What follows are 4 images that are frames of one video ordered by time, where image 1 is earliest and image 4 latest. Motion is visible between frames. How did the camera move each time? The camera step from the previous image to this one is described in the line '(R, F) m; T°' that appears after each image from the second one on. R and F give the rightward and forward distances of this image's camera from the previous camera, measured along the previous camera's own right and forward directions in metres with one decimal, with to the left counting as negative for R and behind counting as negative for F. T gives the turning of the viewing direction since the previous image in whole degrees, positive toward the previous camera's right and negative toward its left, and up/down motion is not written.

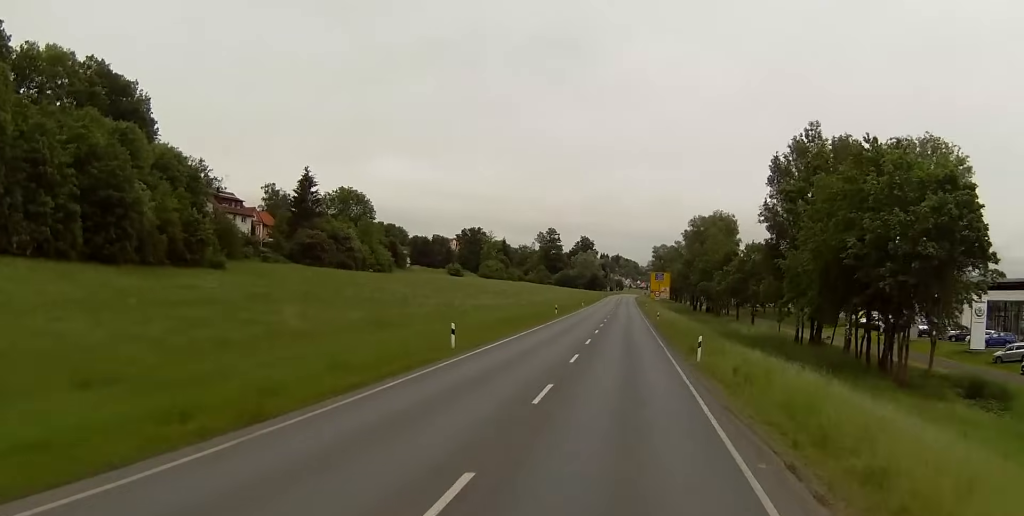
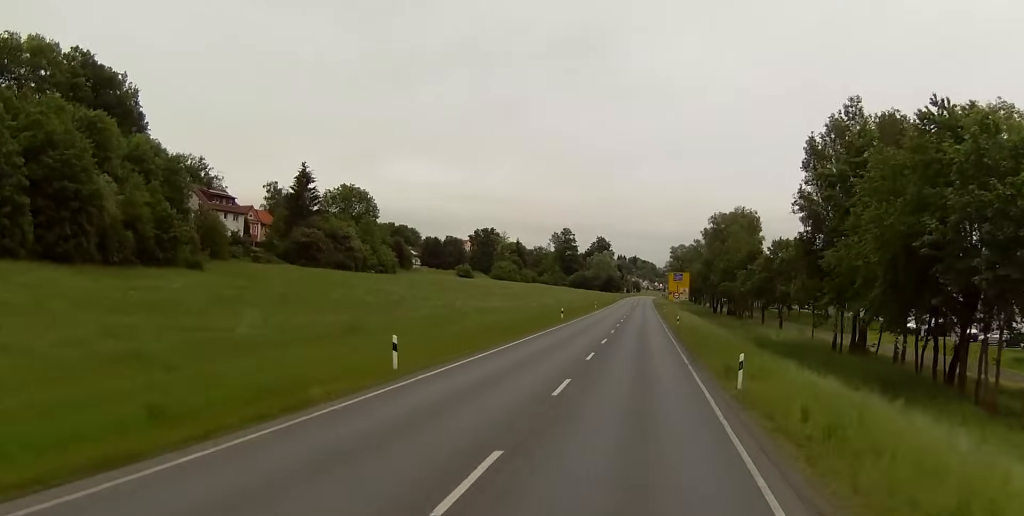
(0.0, +10.3) m; 0°
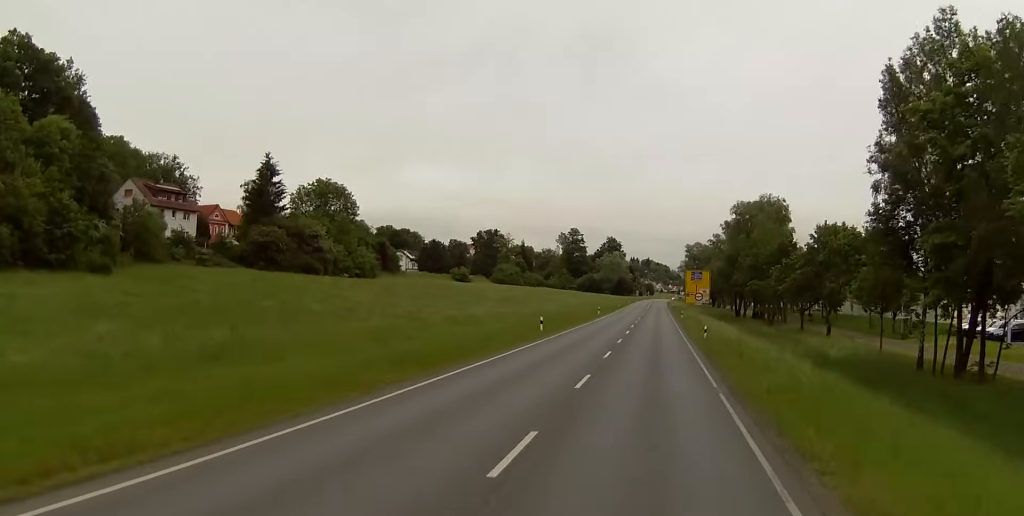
(0.0, +21.9) m; -1°
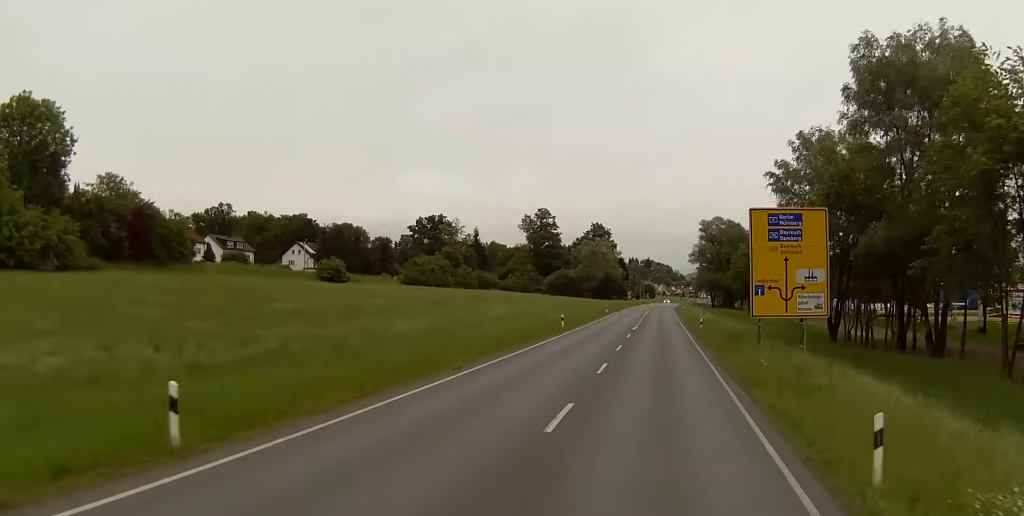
(-3.3, +92.3) m; -2°
